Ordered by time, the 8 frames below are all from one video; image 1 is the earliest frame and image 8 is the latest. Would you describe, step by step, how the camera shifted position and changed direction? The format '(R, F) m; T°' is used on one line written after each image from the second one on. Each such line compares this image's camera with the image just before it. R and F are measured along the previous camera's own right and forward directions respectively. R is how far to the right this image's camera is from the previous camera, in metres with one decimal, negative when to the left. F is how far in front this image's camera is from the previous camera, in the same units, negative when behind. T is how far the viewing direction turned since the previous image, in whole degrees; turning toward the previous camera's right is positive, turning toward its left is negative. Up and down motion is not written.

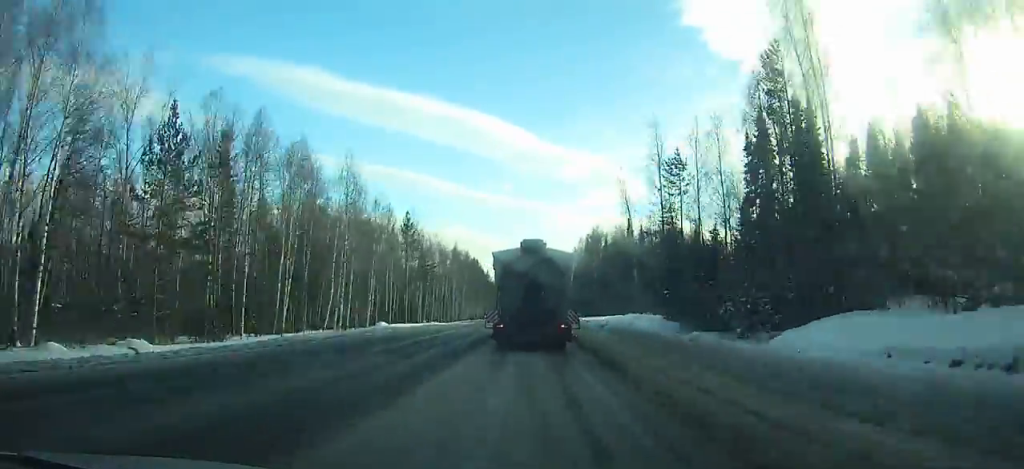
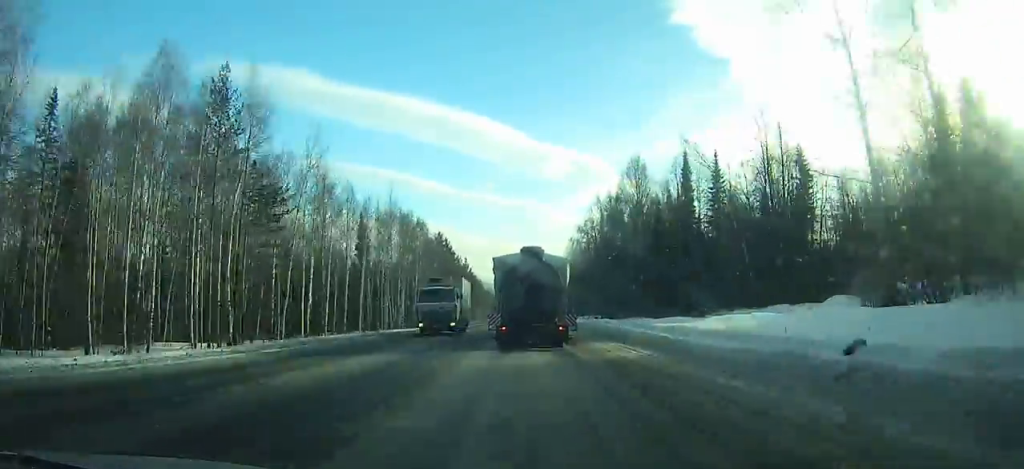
(0.0, +50.0) m; 0°
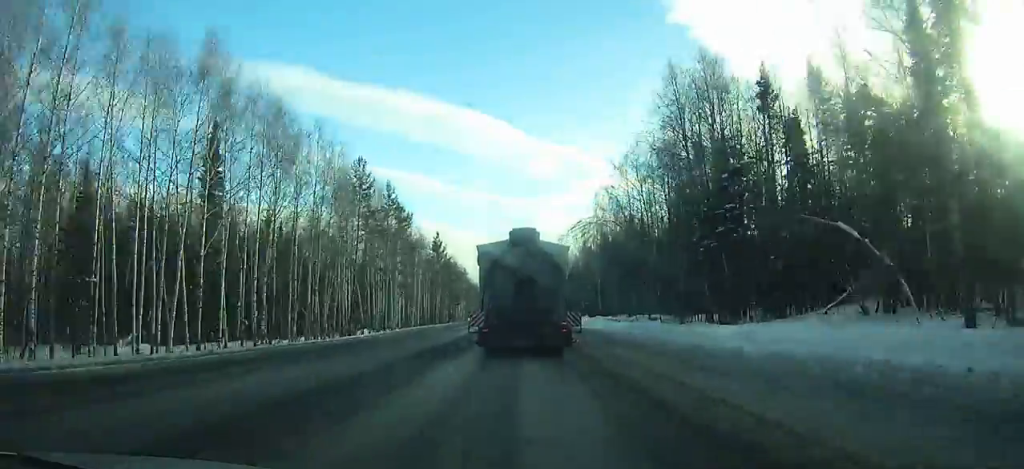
(0.0, +50.1) m; 0°
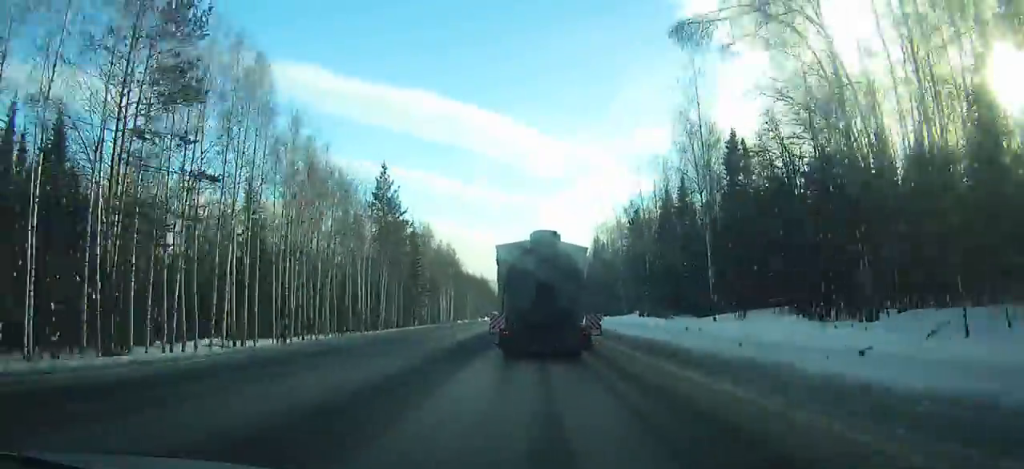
(-0.1, +52.0) m; 0°
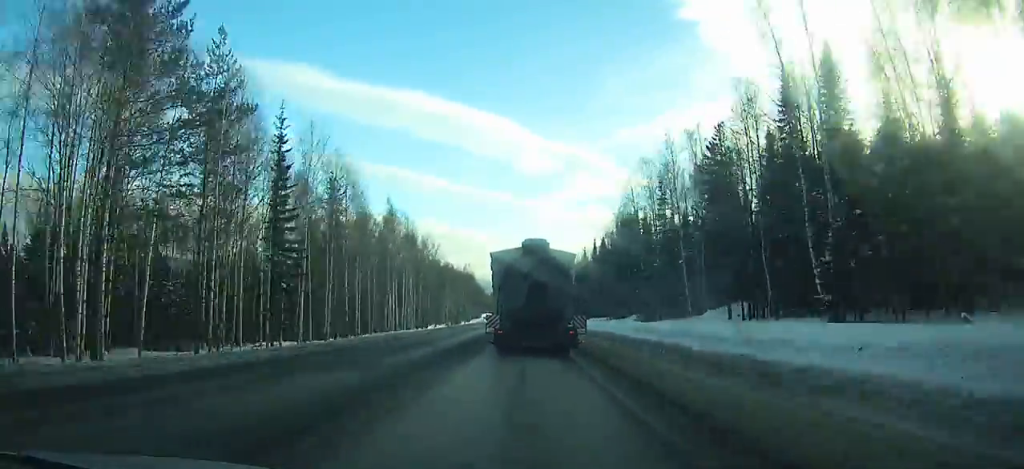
(0.0, +43.9) m; 0°
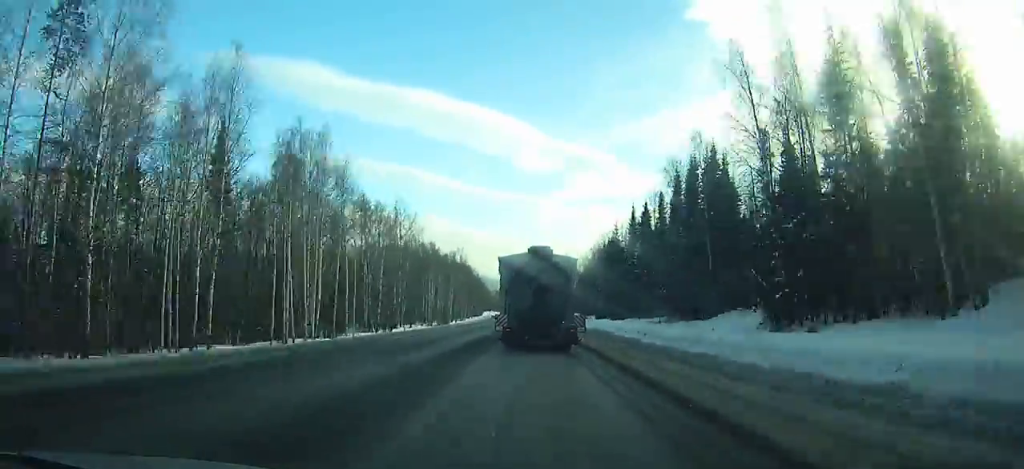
(0.0, +39.5) m; 0°
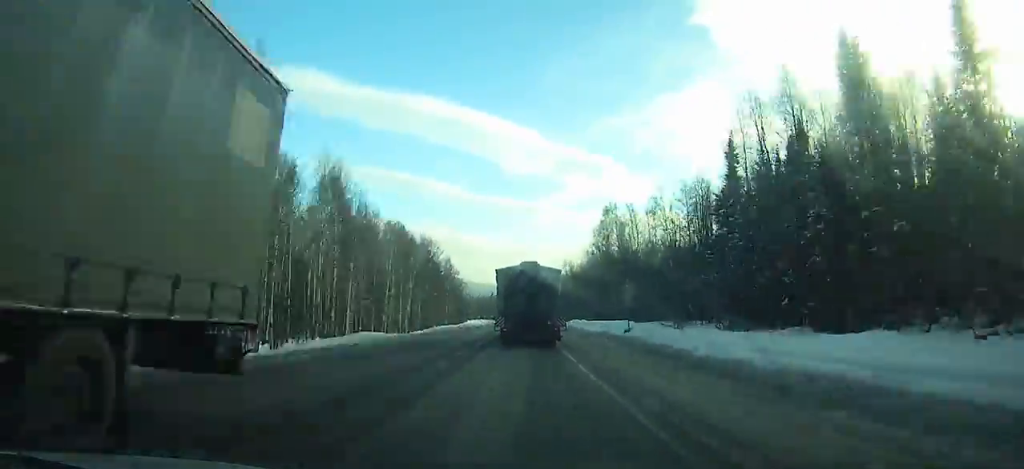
(-1.1, +107.6) m; -1°
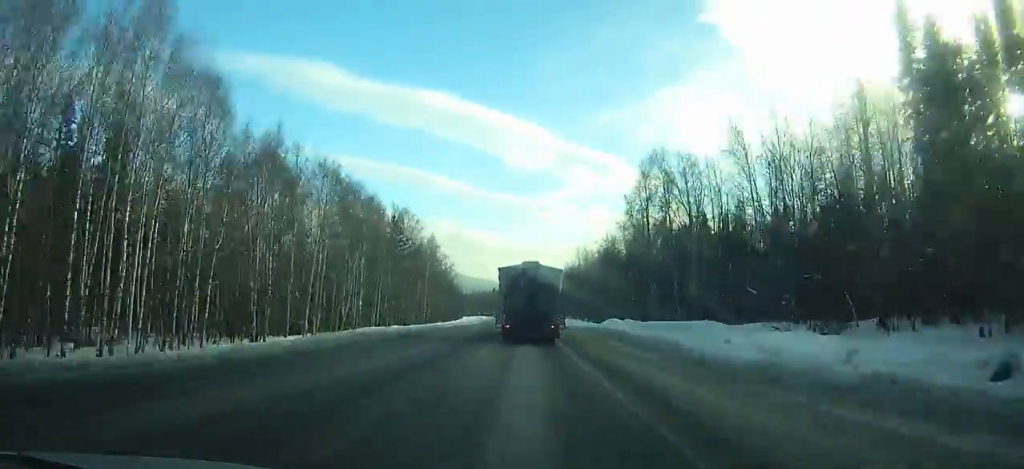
(0.0, +31.5) m; 0°
